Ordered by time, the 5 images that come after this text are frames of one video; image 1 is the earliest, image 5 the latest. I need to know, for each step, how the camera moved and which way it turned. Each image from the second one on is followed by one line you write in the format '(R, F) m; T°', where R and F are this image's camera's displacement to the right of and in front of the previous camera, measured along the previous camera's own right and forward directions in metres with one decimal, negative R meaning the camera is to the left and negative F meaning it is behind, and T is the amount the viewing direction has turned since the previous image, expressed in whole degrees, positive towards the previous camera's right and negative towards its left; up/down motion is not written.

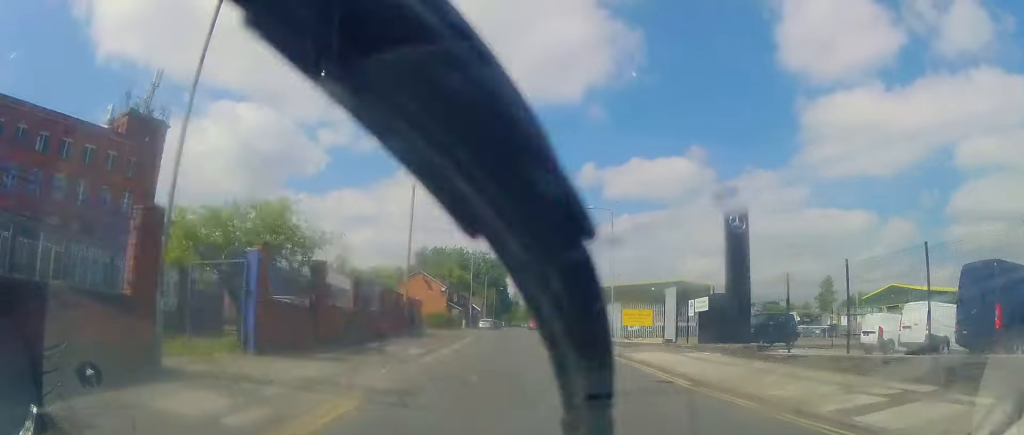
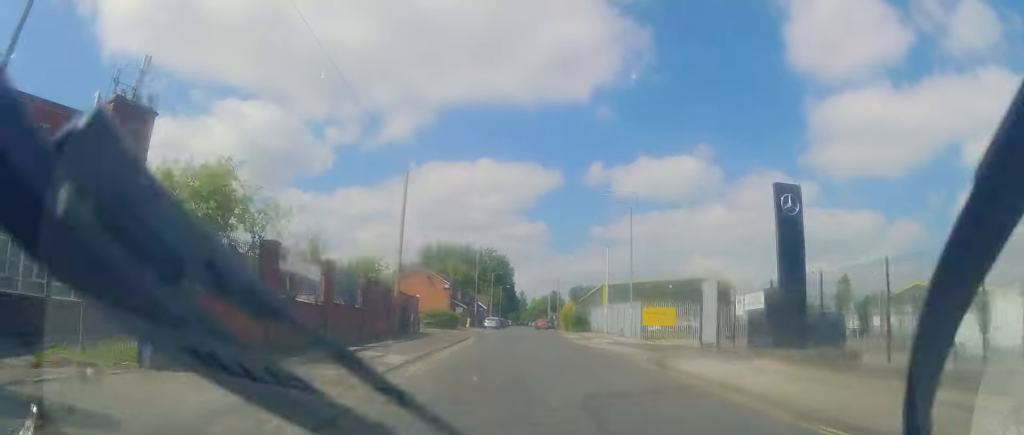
(0.0, +4.6) m; 0°
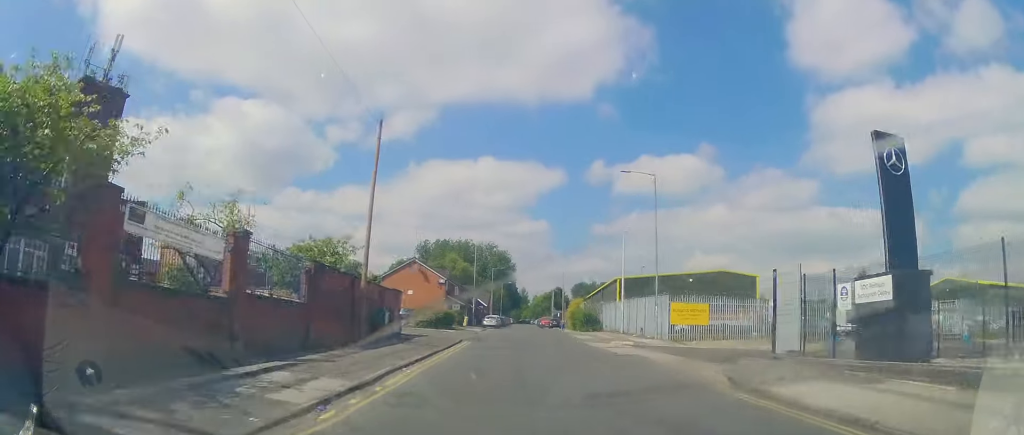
(0.0, +6.8) m; -1°
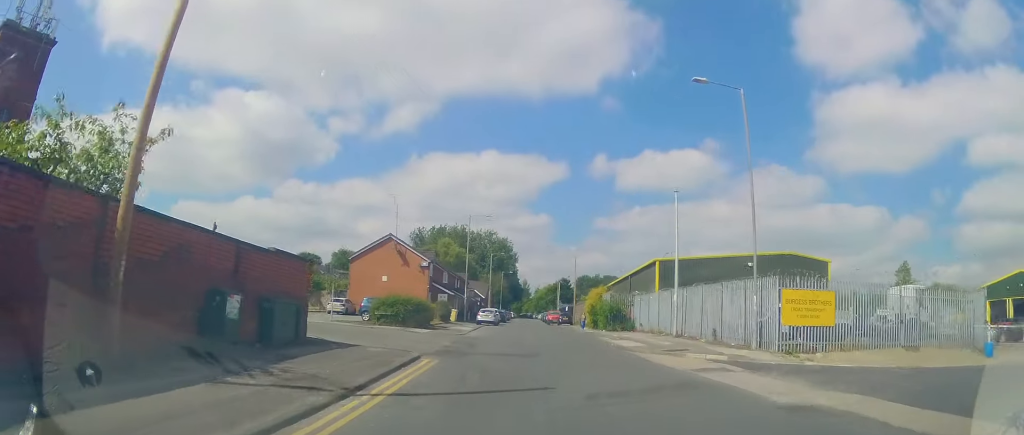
(-0.6, +14.2) m; 0°
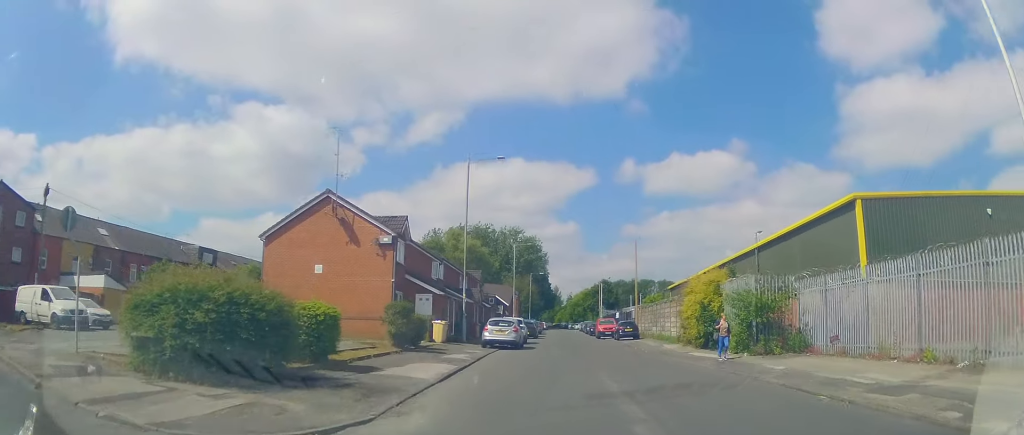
(+0.2, +24.1) m; -4°
